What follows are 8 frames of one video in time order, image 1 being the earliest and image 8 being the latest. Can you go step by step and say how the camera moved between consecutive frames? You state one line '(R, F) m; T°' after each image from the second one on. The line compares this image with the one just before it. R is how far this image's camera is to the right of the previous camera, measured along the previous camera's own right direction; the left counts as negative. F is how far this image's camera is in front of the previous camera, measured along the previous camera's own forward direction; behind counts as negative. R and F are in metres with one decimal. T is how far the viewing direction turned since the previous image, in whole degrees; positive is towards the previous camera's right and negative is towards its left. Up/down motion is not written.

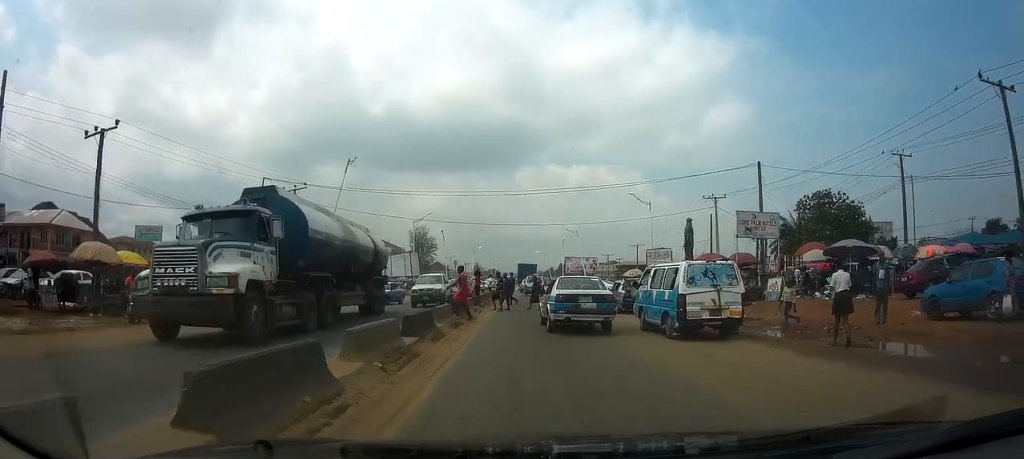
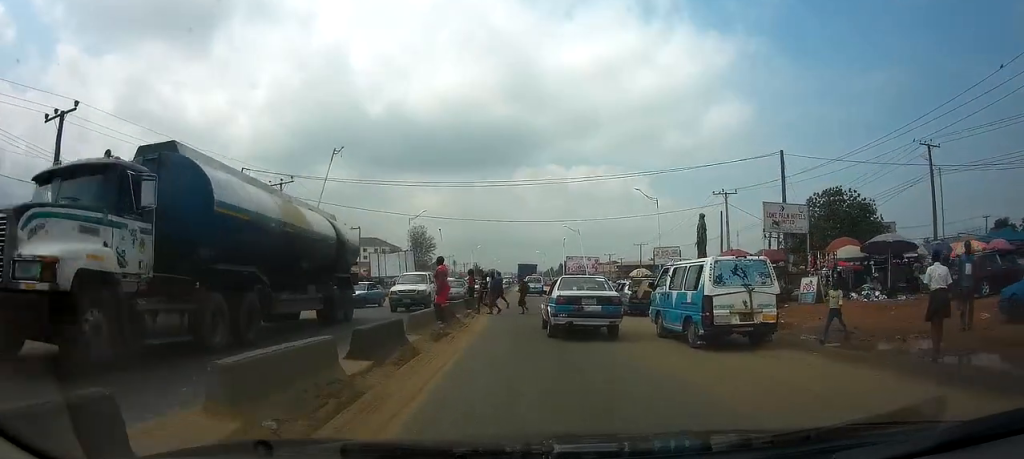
(0.0, +3.3) m; 0°
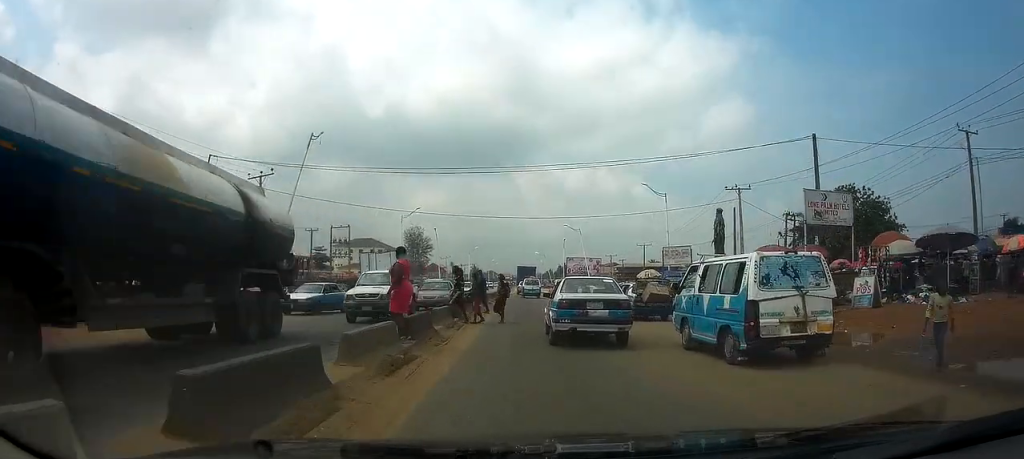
(0.0, +4.0) m; 0°
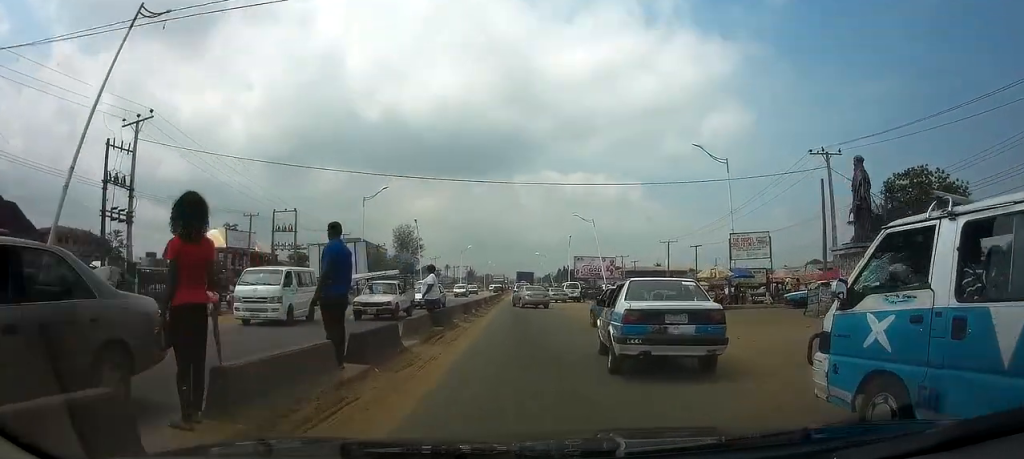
(-0.2, +17.1) m; -1°
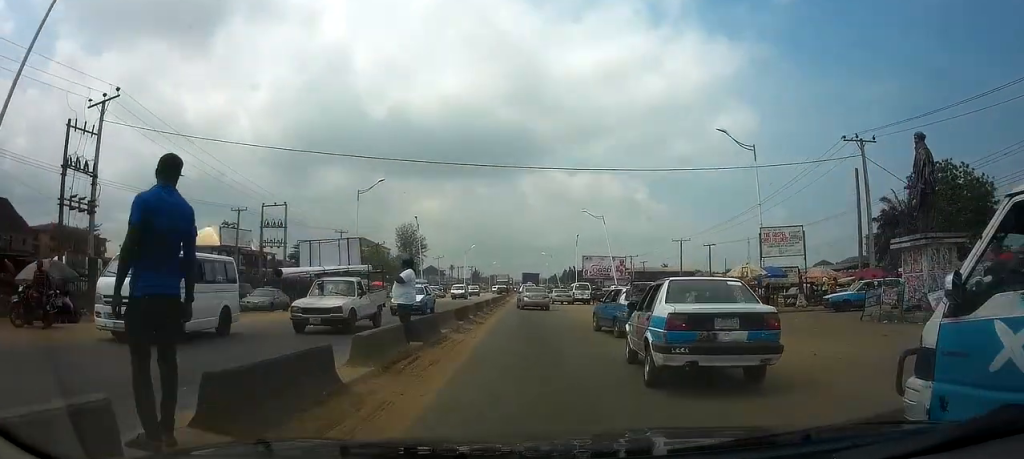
(0.0, +3.7) m; 0°
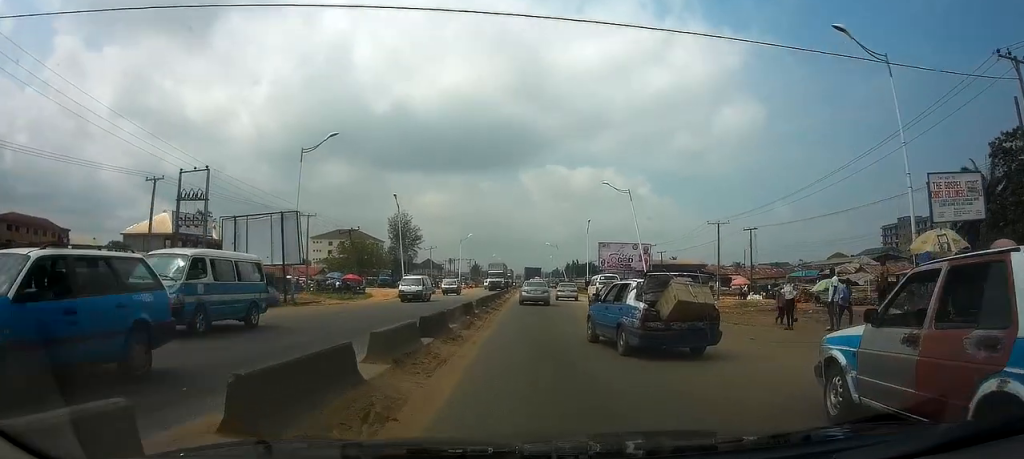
(0.0, +13.8) m; +1°
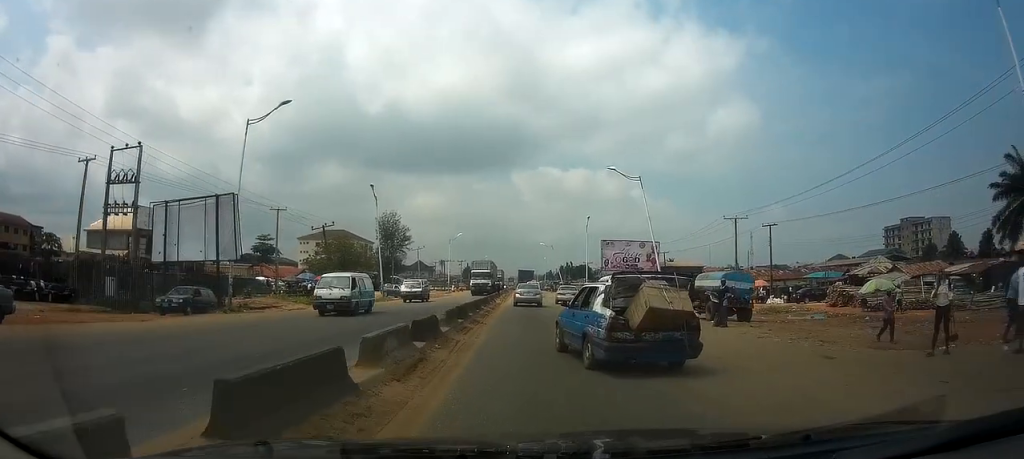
(0.0, +7.3) m; +1°
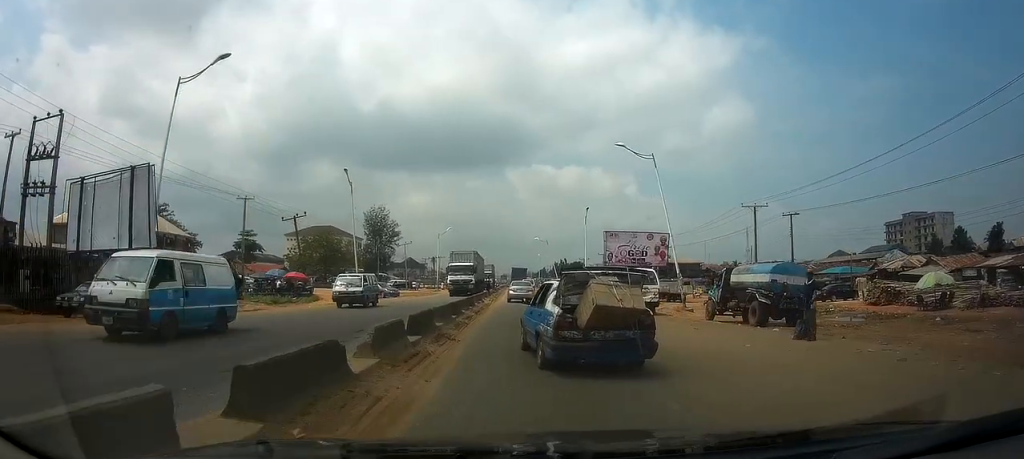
(0.0, +6.7) m; +1°
